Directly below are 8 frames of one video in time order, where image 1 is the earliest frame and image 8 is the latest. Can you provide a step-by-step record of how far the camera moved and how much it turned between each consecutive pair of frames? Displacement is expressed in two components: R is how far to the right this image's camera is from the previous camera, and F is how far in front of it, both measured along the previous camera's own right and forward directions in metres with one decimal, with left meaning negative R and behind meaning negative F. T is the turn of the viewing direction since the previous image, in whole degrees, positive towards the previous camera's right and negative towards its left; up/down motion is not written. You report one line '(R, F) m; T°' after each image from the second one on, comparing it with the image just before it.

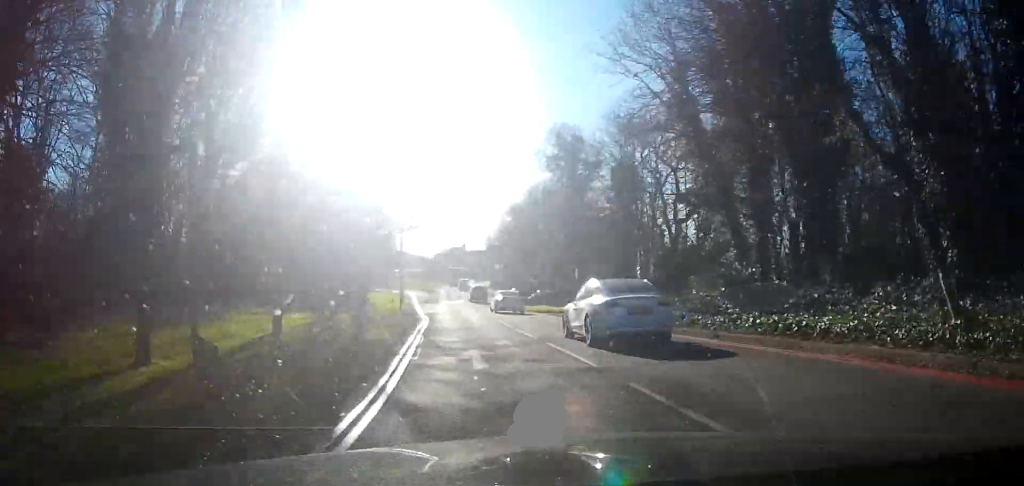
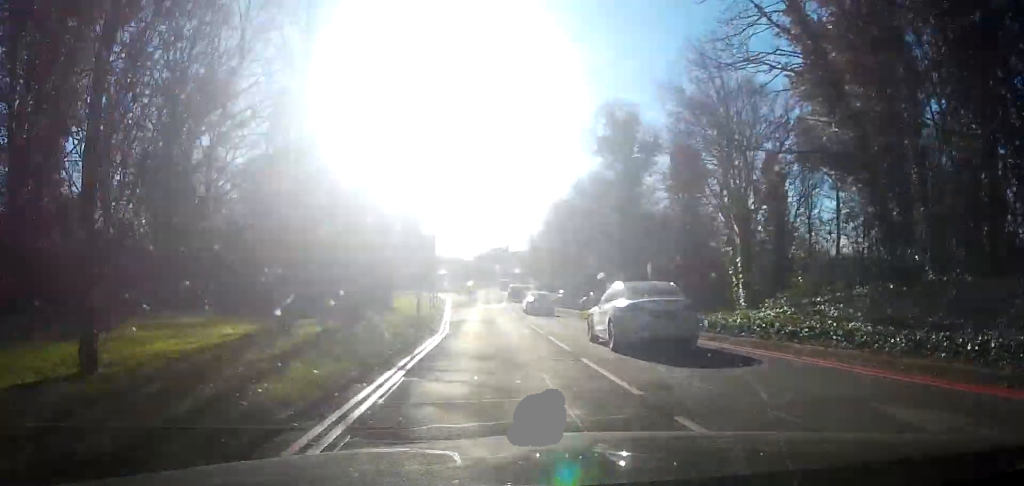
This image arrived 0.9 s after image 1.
(-0.2, +8.8) m; -2°
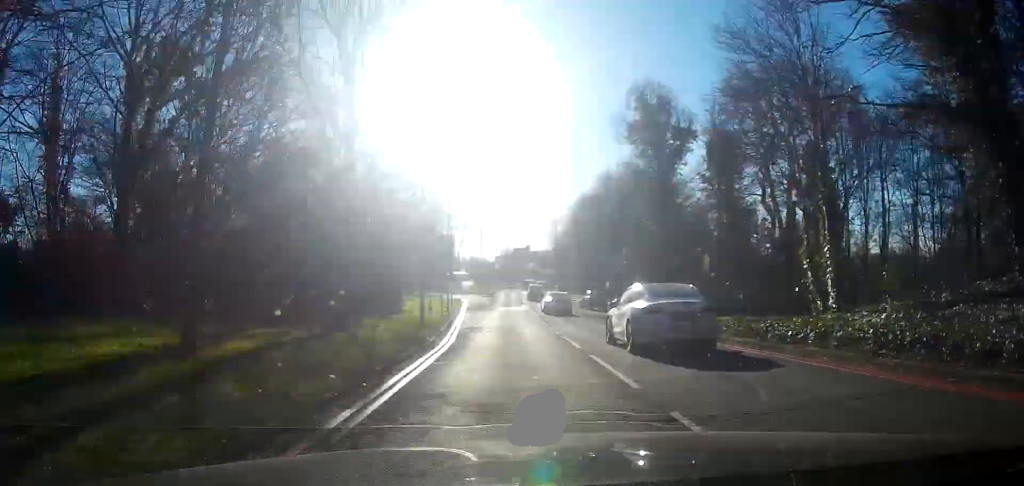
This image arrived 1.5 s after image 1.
(-0.1, +5.3) m; -1°
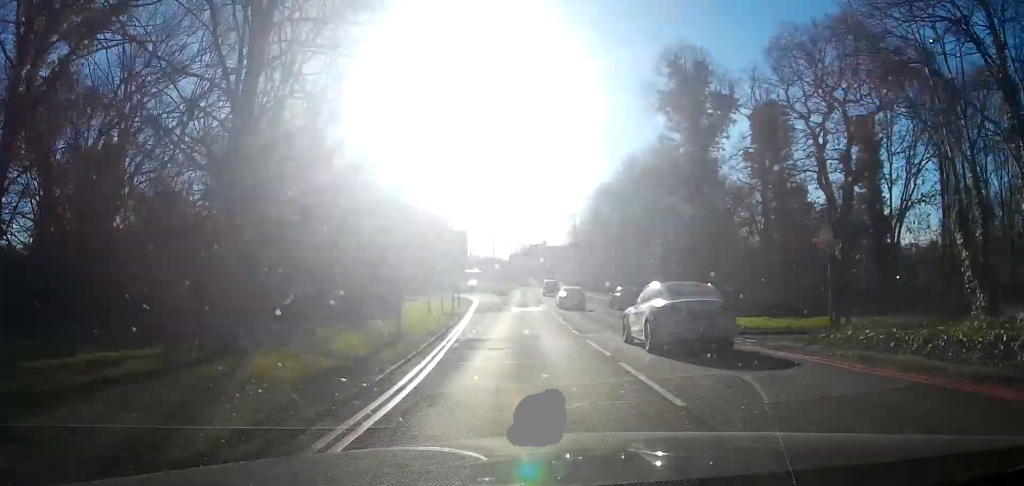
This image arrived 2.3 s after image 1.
(-0.1, +7.7) m; -1°
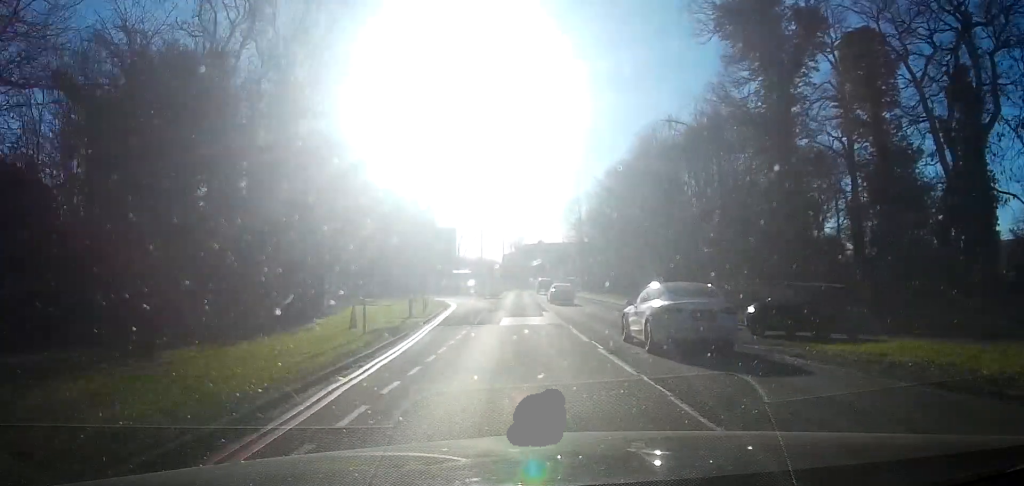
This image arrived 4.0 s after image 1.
(-0.2, +15.7) m; 0°
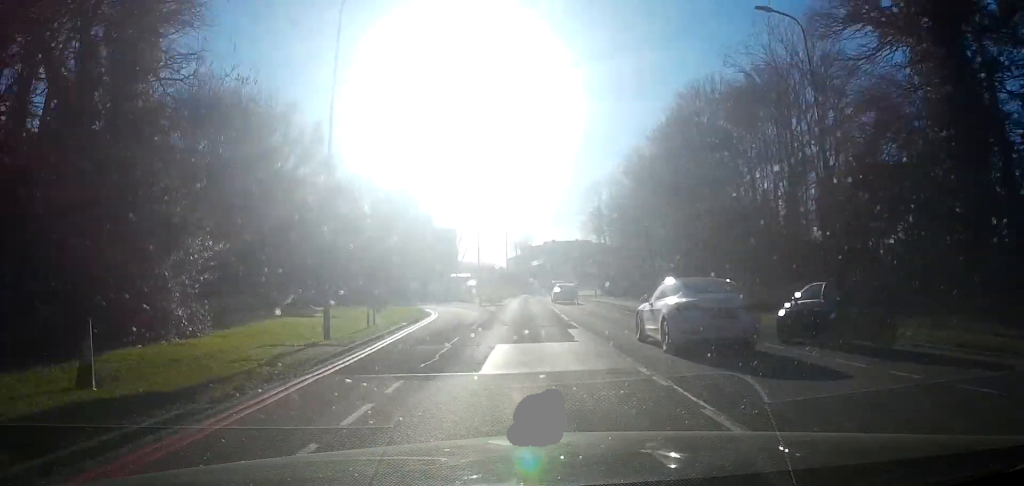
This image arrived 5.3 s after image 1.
(0.0, +13.7) m; 0°
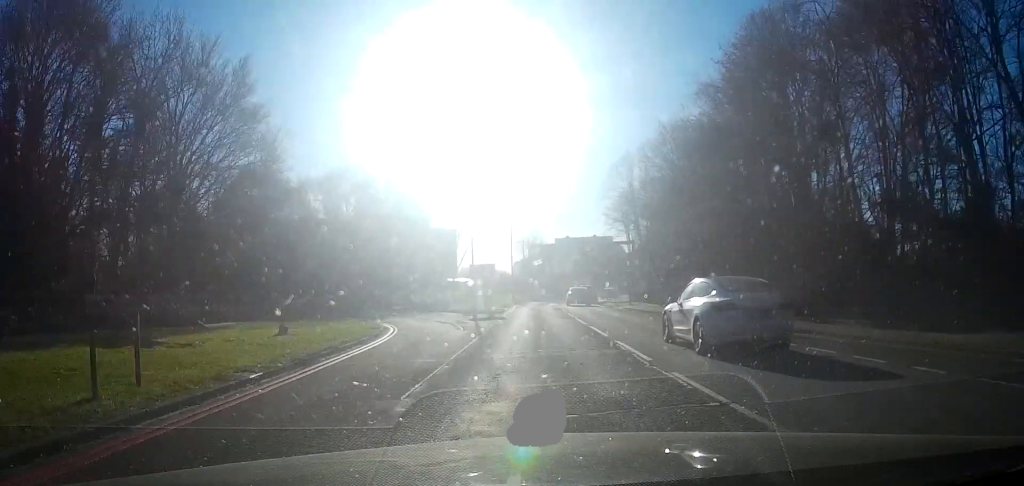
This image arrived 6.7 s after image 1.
(0.0, +14.7) m; -1°
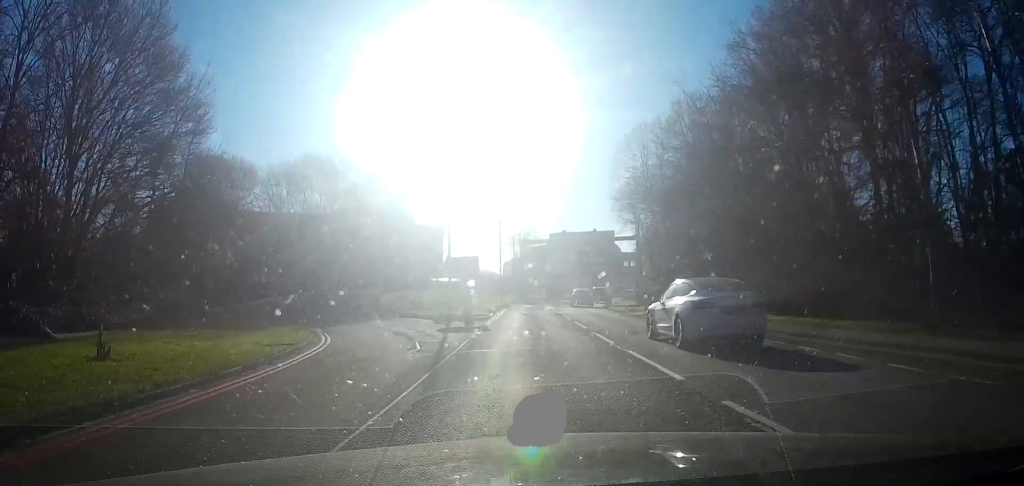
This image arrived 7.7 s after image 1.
(-0.1, +8.8) m; 0°
